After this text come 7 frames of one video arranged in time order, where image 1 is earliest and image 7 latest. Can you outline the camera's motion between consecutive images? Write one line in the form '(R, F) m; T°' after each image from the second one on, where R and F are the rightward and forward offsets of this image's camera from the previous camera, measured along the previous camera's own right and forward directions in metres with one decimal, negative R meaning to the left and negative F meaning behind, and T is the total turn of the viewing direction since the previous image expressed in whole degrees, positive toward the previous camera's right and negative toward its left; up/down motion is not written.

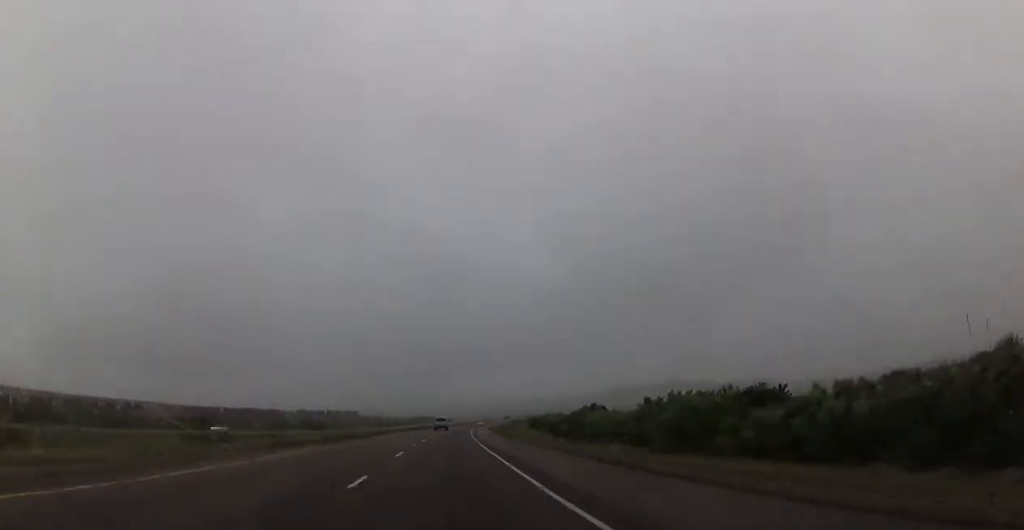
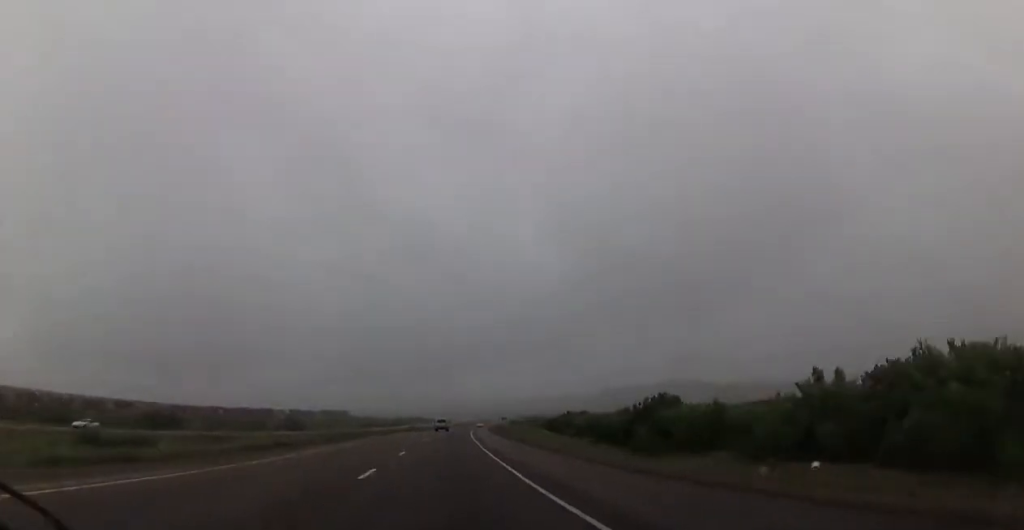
(+0.3, +22.0) m; +1°
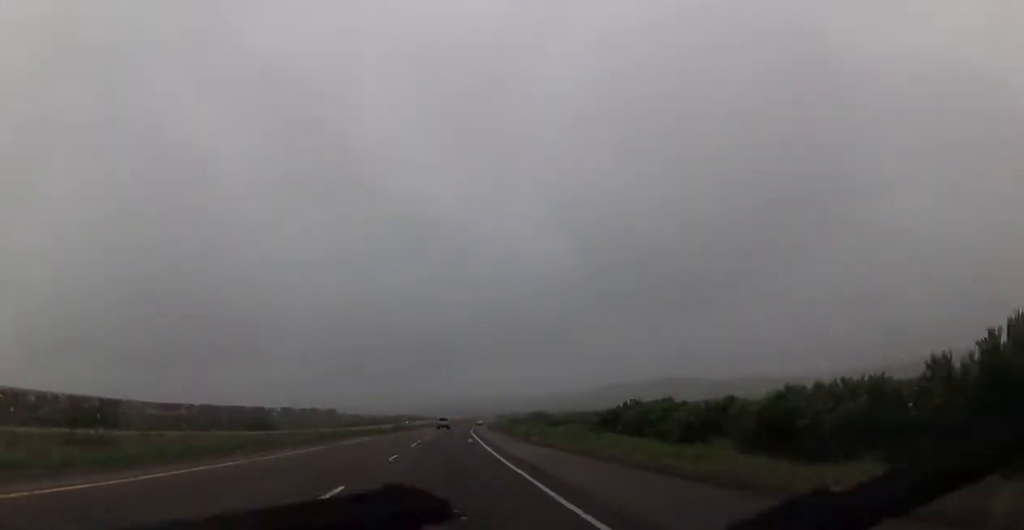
(+0.2, +30.1) m; +1°
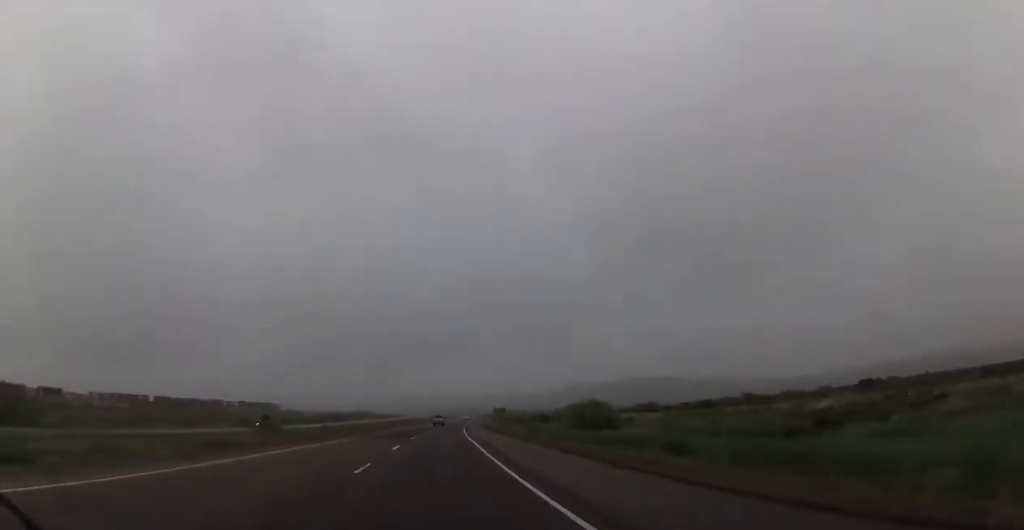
(+2.7, +102.5) m; +3°
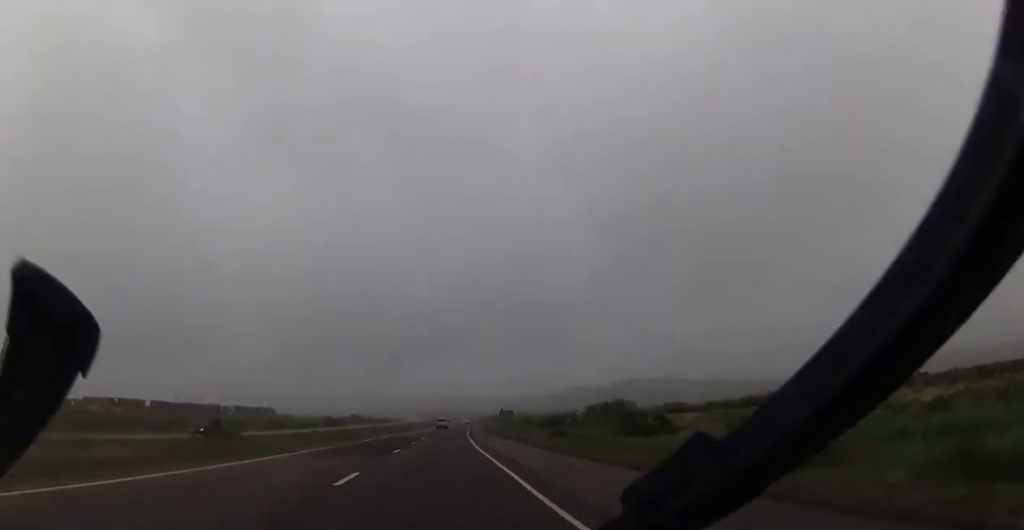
(+0.2, +14.9) m; 0°
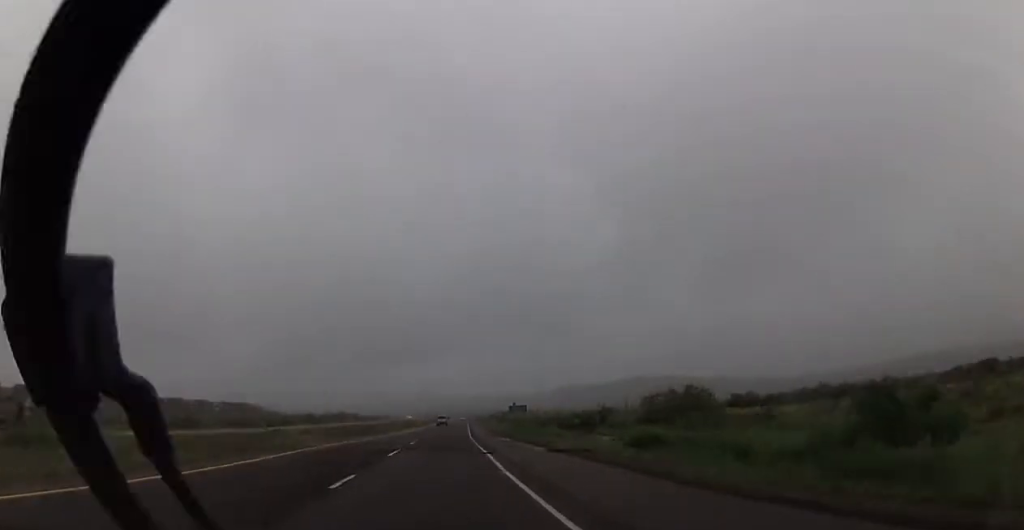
(+0.1, +27.5) m; +1°
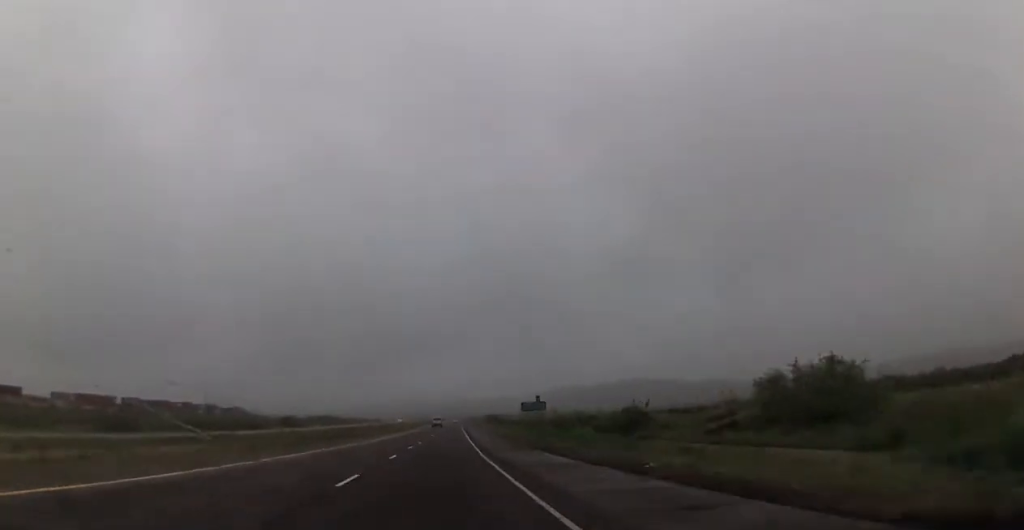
(+0.1, +24.1) m; 0°
